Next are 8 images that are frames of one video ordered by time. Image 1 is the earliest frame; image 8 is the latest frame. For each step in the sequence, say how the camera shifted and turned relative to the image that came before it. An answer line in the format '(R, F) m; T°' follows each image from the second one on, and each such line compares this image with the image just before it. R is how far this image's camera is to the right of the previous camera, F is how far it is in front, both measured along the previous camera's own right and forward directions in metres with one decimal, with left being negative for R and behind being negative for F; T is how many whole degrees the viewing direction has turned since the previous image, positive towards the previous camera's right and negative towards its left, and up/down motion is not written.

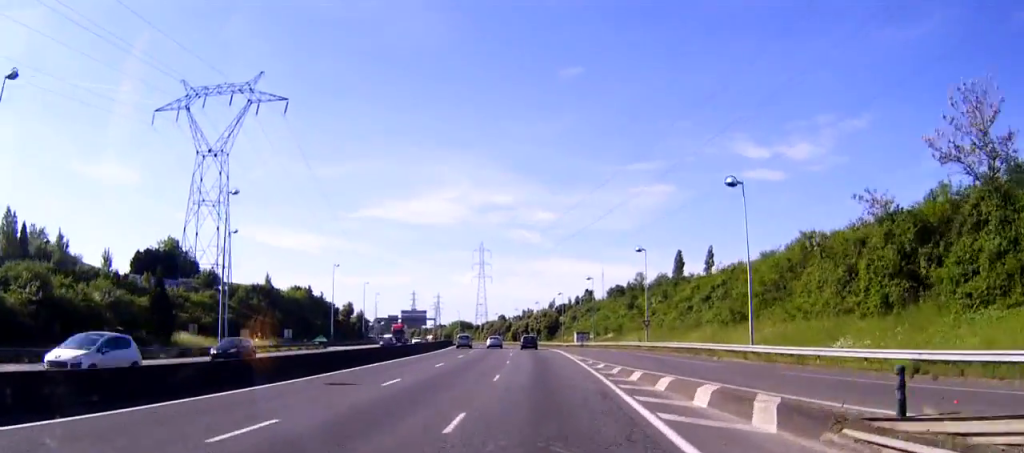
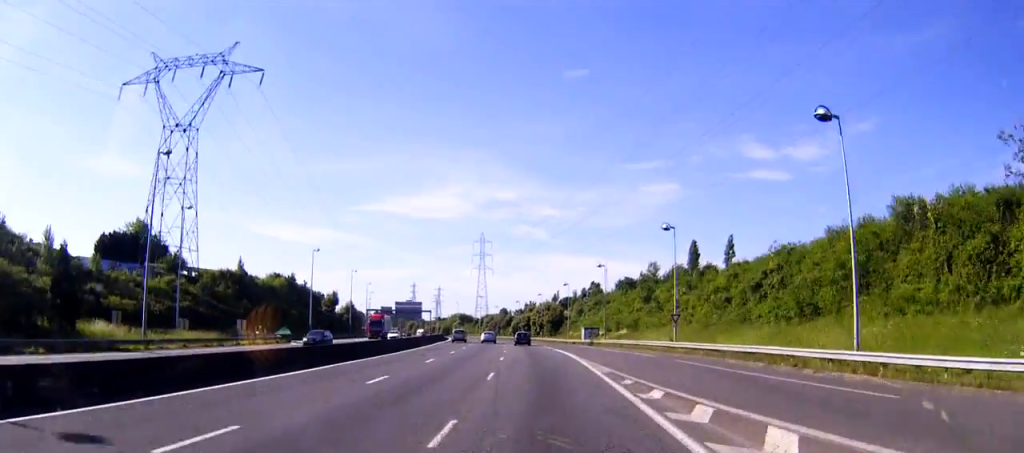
(0.0, +14.9) m; 0°
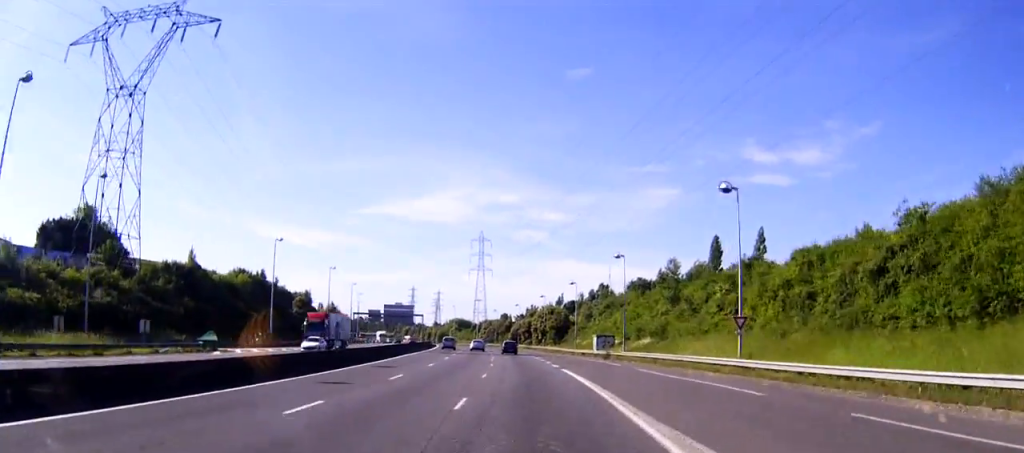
(-0.1, +19.7) m; -1°
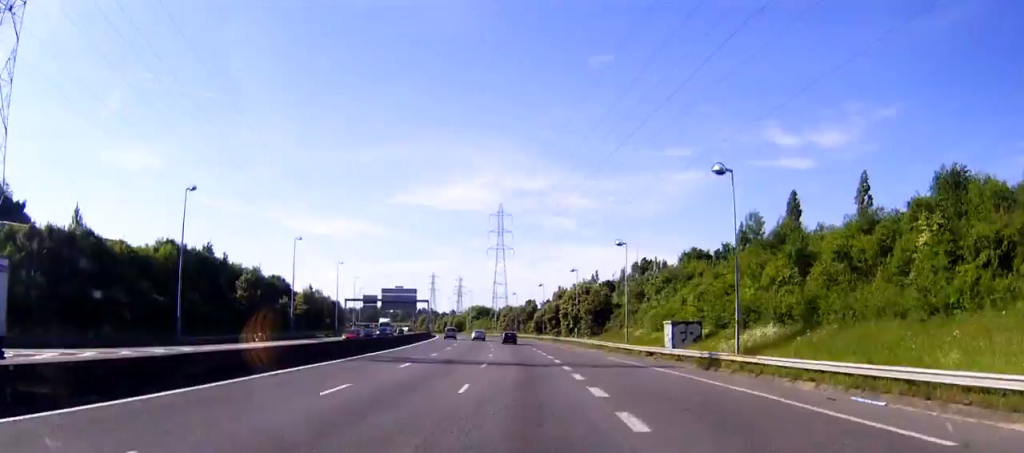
(-0.5, +35.8) m; -2°
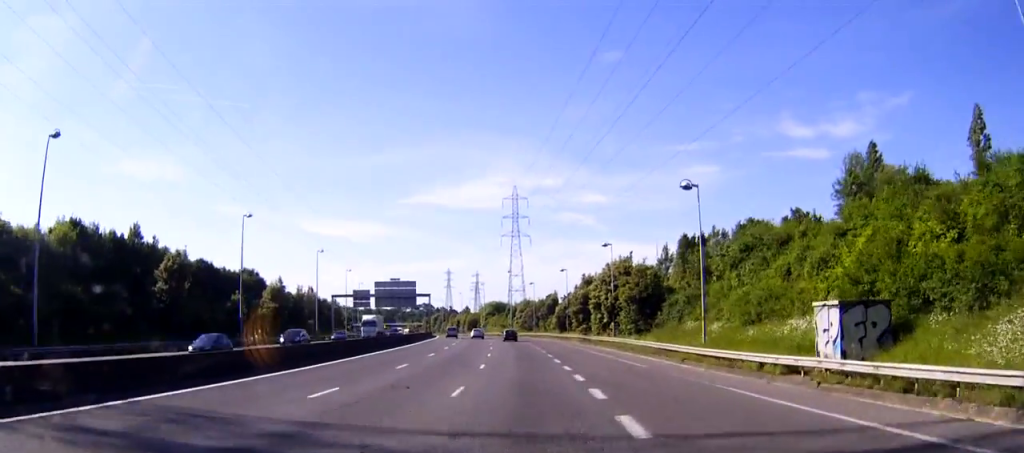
(-0.4, +27.1) m; -2°
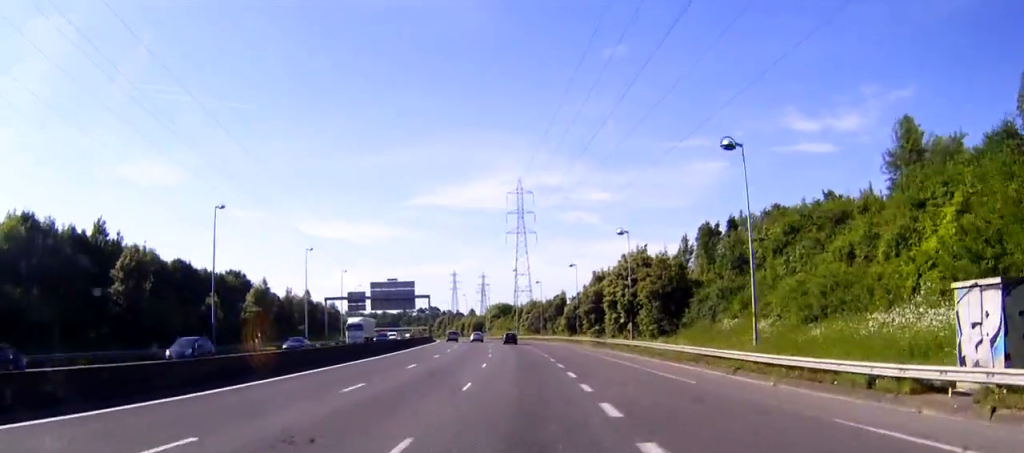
(0.0, +9.7) m; -1°
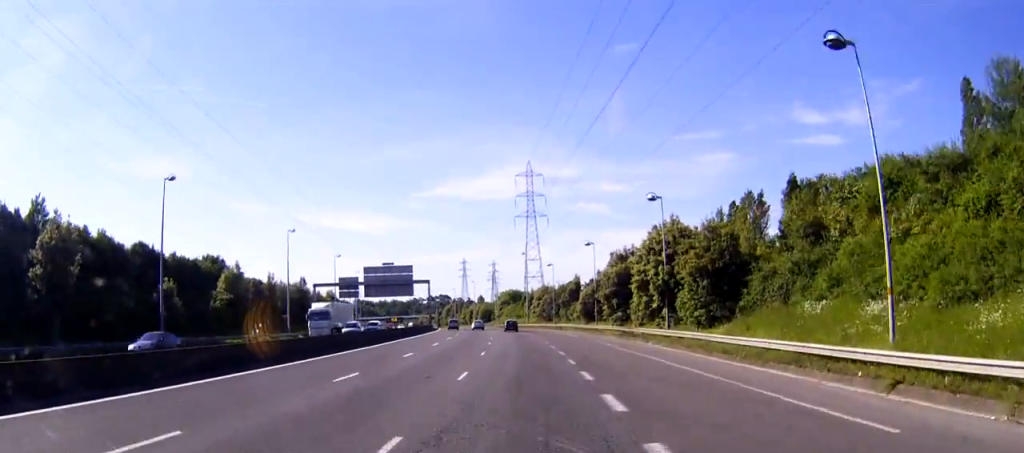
(-0.1, +13.9) m; -1°
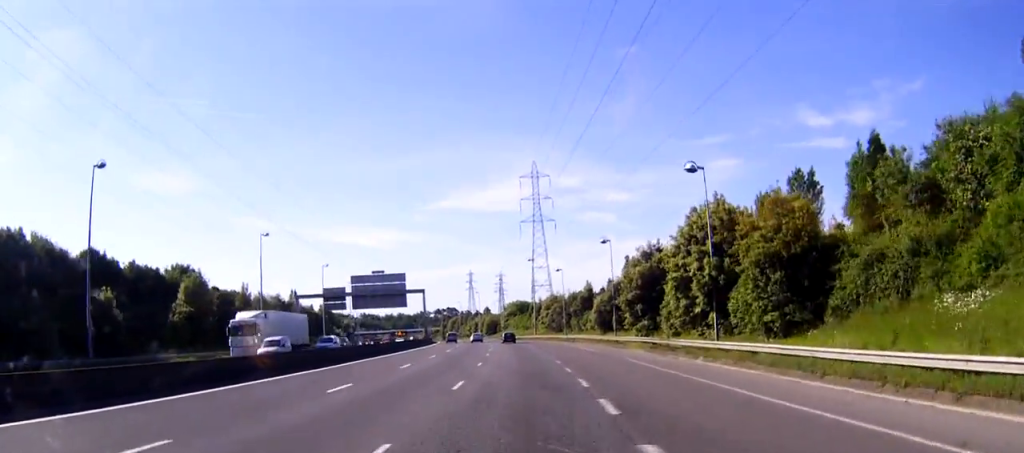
(-0.1, +13.2) m; -1°
